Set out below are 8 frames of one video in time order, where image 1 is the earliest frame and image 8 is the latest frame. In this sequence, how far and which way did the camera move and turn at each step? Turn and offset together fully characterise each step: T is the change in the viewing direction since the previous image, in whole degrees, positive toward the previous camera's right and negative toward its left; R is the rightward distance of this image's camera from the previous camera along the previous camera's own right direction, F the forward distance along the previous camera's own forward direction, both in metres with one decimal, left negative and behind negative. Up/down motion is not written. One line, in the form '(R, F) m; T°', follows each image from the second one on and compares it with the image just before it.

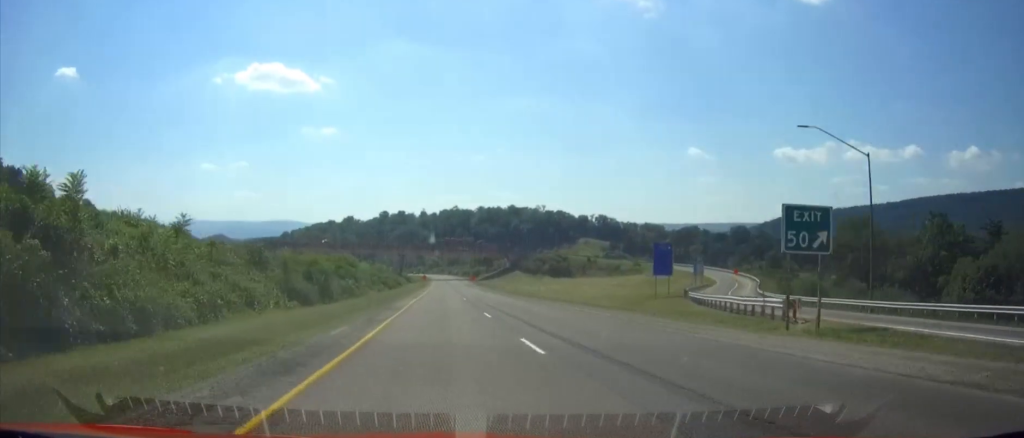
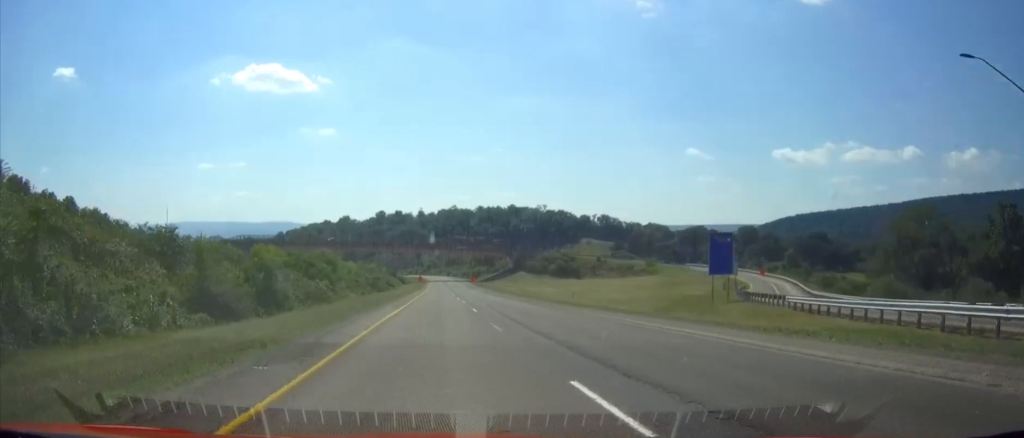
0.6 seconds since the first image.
(-0.1, +18.7) m; 0°
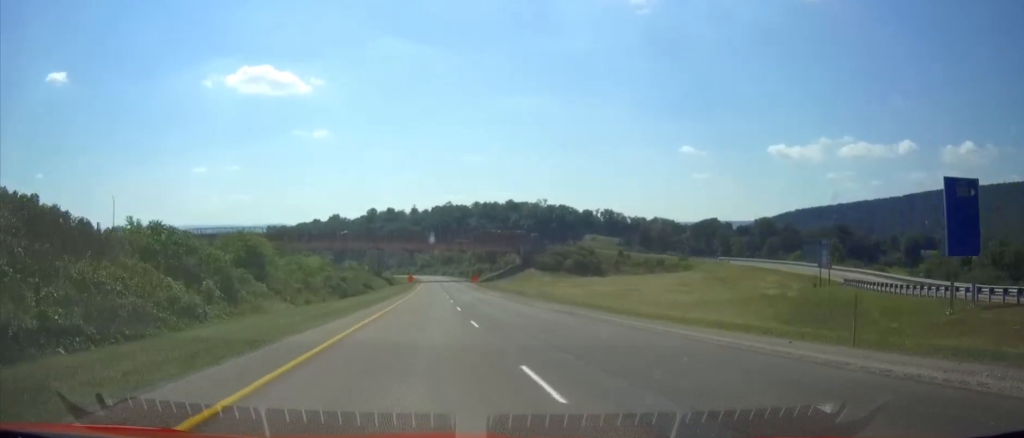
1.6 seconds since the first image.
(+0.1, +35.1) m; +1°
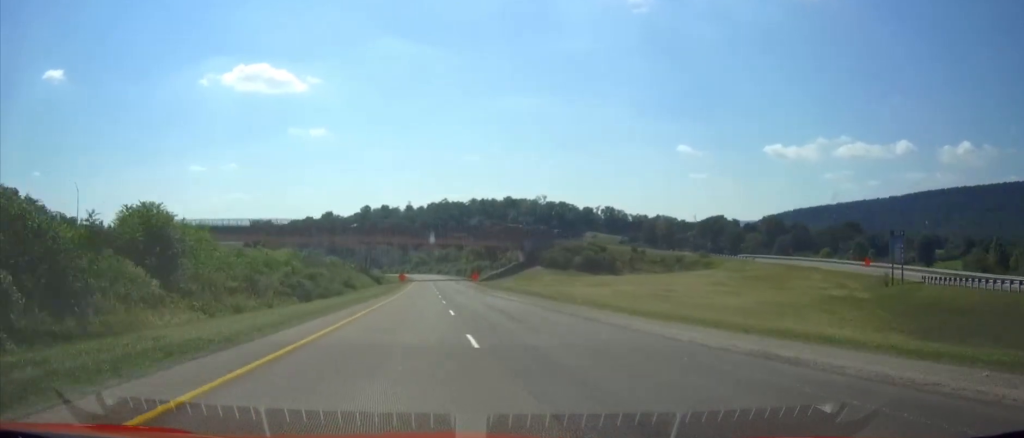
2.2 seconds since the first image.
(+0.1, +18.6) m; 0°
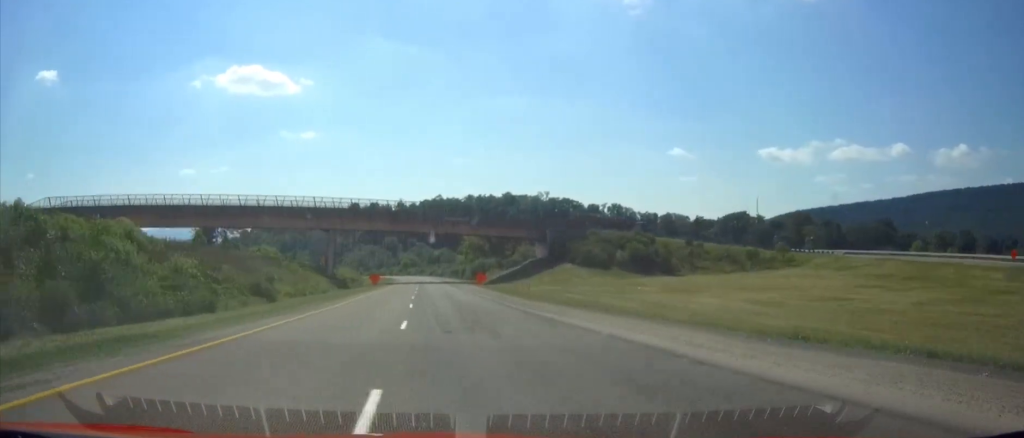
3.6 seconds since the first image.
(+0.2, +44.8) m; 0°
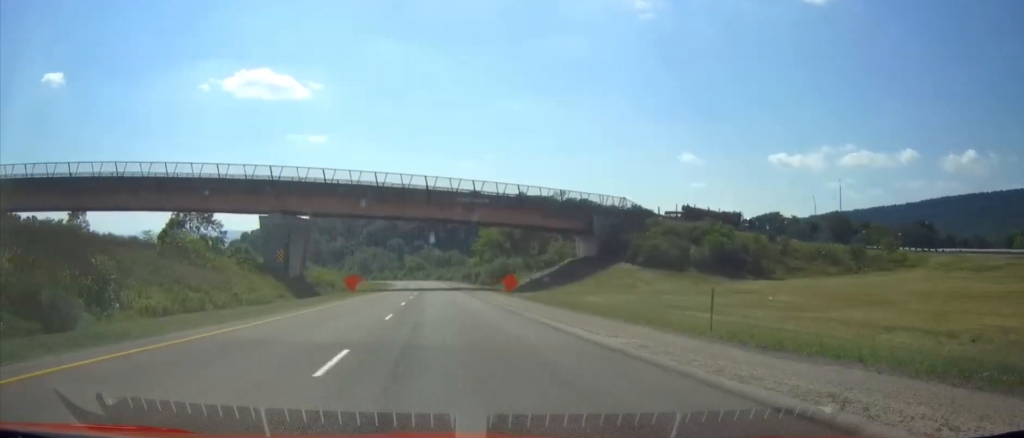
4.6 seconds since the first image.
(-0.1, +32.7) m; 0°
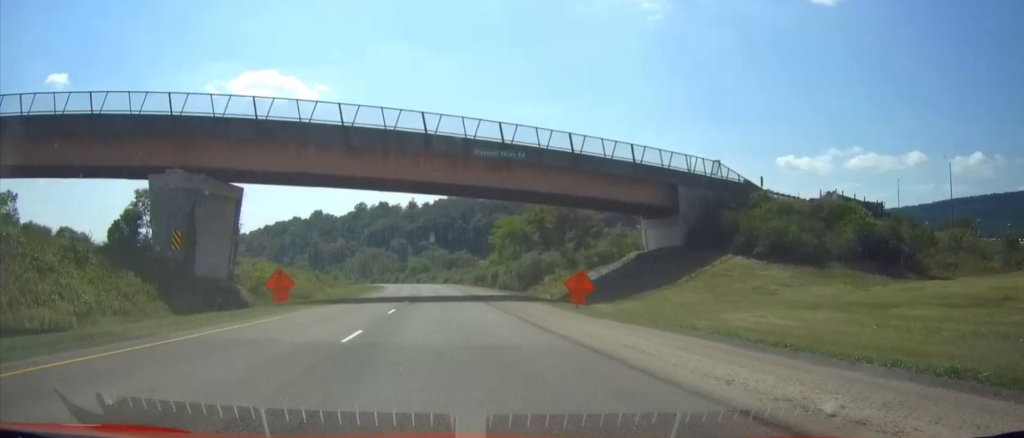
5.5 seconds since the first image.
(-0.1, +31.4) m; -1°
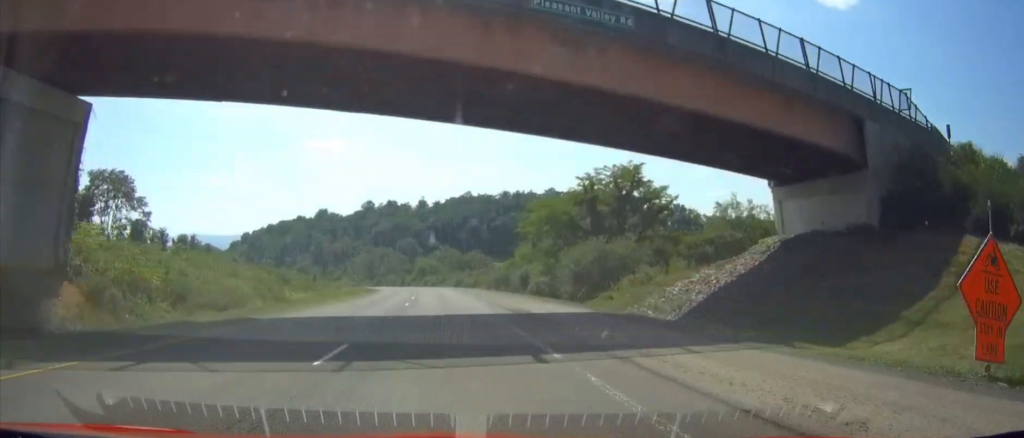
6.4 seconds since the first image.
(-0.1, +28.1) m; -2°
